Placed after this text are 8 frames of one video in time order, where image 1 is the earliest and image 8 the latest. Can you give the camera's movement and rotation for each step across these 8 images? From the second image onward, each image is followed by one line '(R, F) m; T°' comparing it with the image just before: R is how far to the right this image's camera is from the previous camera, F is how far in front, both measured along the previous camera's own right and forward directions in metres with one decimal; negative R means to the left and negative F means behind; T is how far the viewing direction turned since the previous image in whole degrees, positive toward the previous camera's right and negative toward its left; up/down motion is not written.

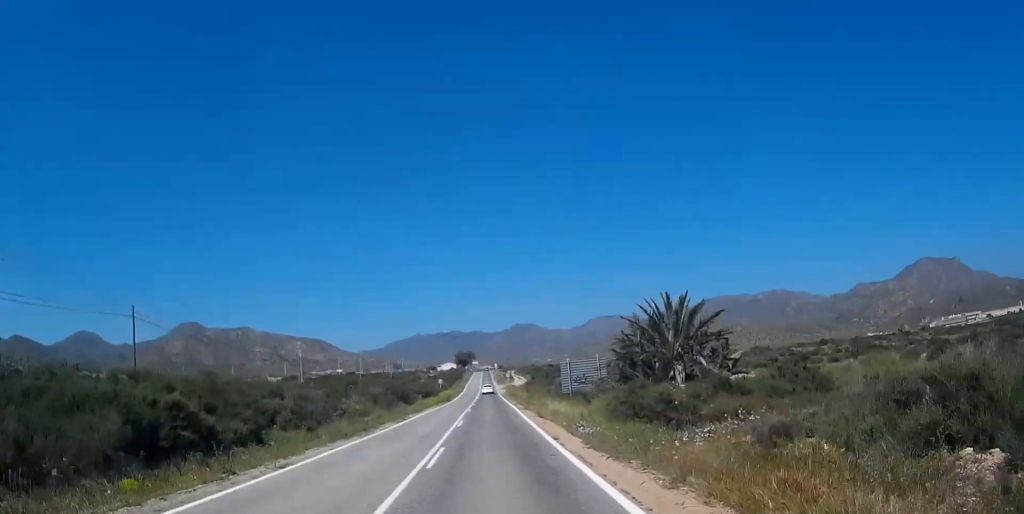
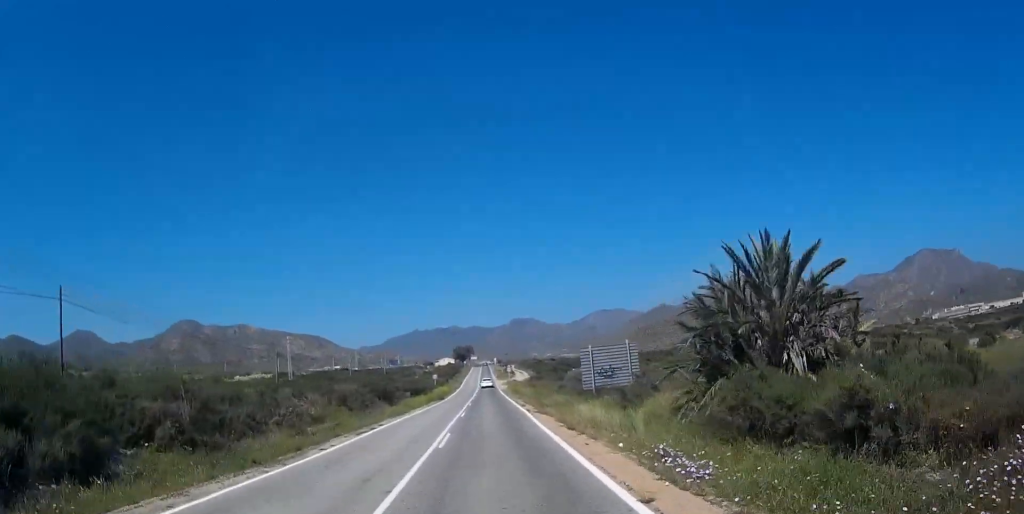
(0.0, +9.7) m; 0°
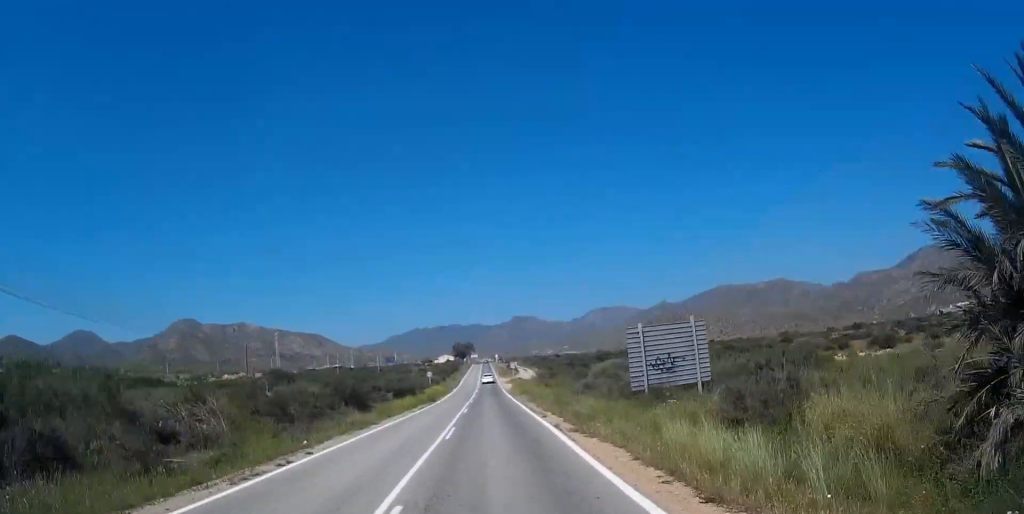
(0.0, +11.1) m; 0°
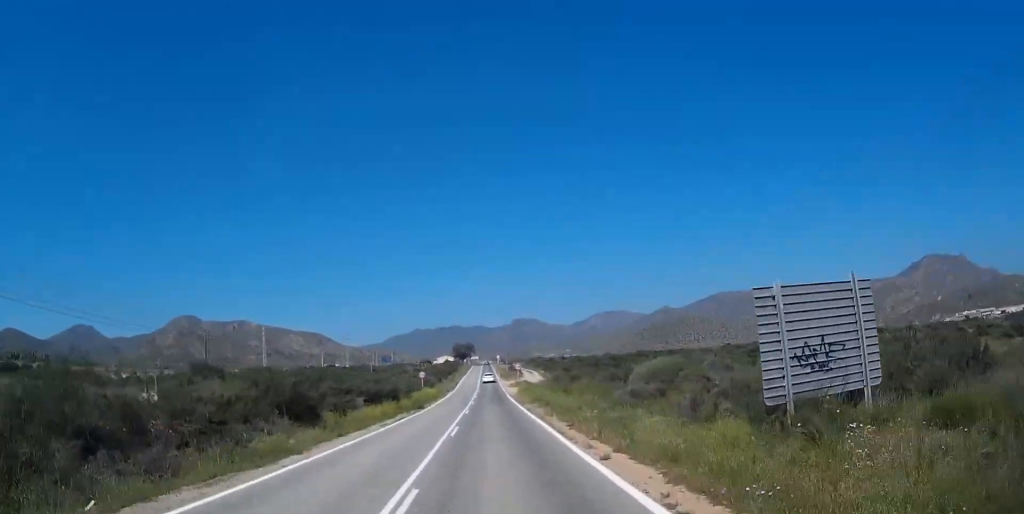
(0.0, +11.1) m; 0°
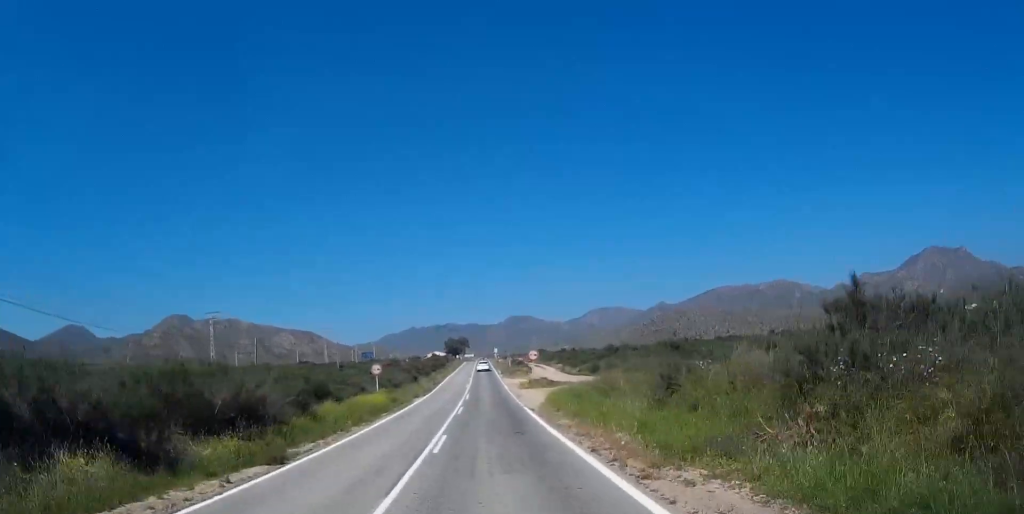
(+0.1, +29.2) m; +1°
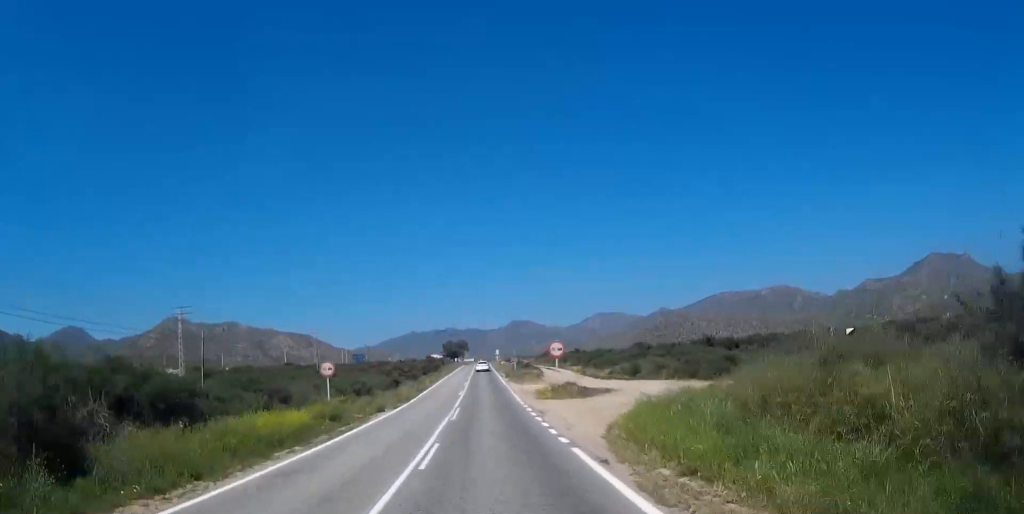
(+0.1, +14.8) m; +1°
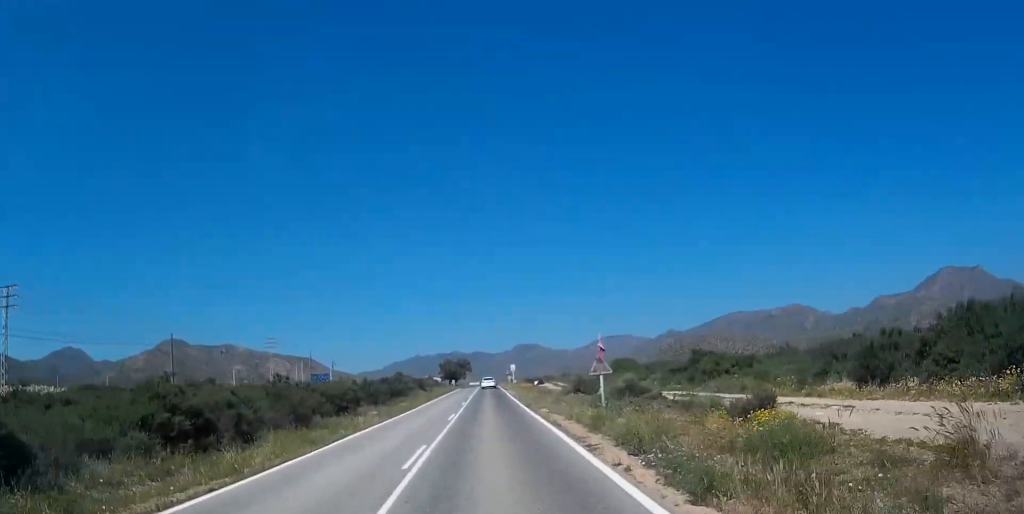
(-0.2, +52.4) m; 0°
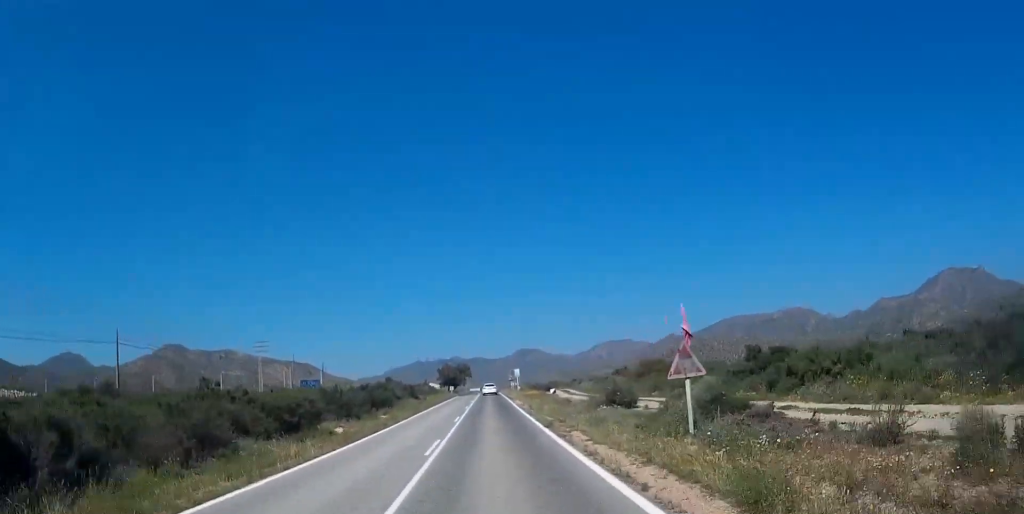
(+0.1, +9.5) m; 0°
